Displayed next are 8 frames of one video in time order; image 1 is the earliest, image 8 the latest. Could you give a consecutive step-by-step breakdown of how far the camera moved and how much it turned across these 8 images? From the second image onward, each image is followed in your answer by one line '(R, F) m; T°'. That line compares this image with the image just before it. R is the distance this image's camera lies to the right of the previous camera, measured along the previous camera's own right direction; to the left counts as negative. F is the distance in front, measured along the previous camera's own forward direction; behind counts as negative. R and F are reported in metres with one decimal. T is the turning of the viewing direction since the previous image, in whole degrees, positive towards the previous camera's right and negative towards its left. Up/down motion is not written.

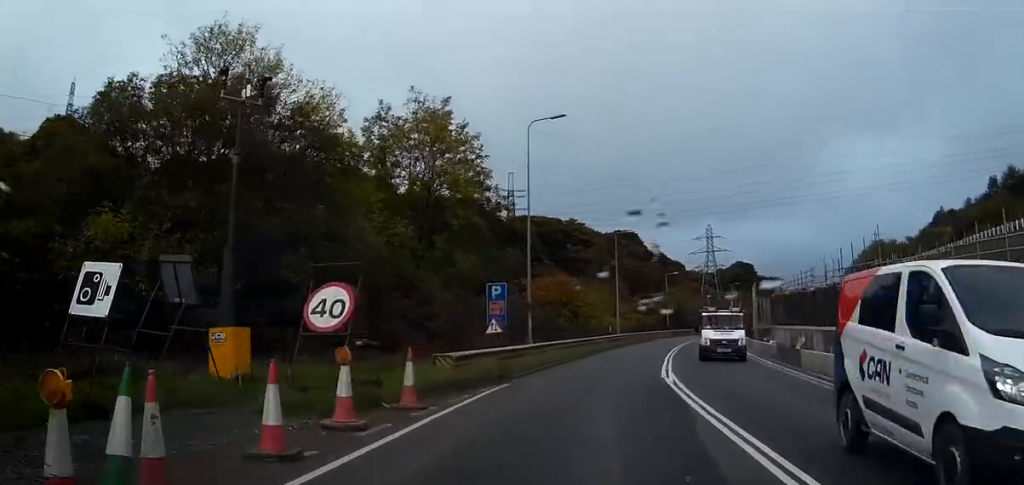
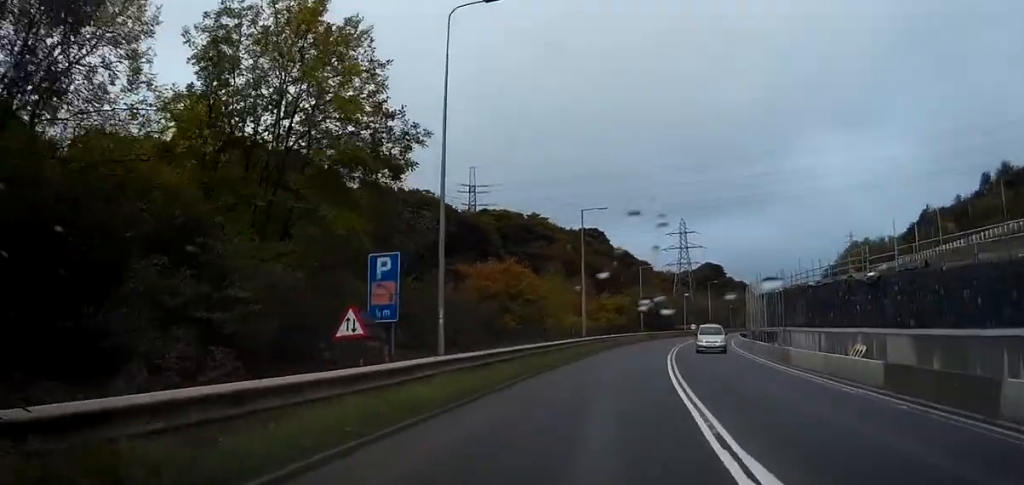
(+0.2, +15.7) m; +2°
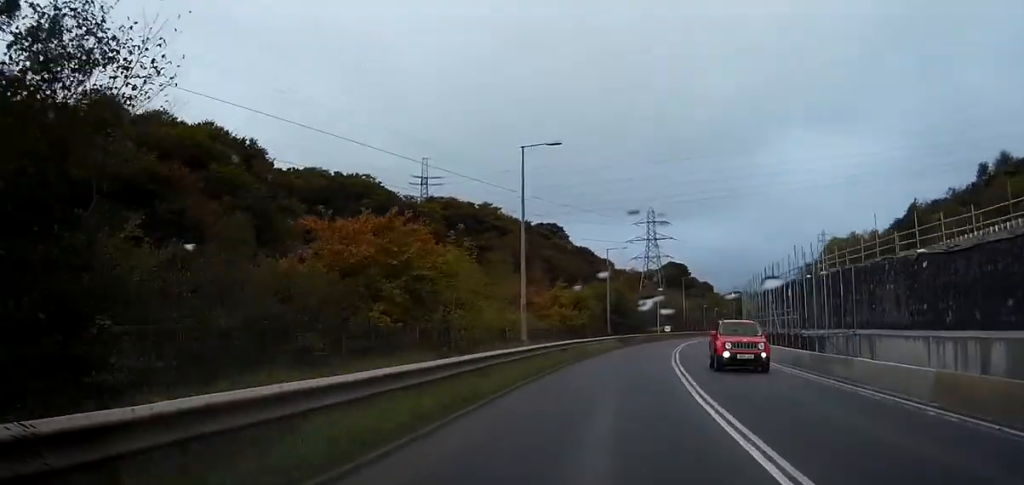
(+0.4, +21.5) m; +2°
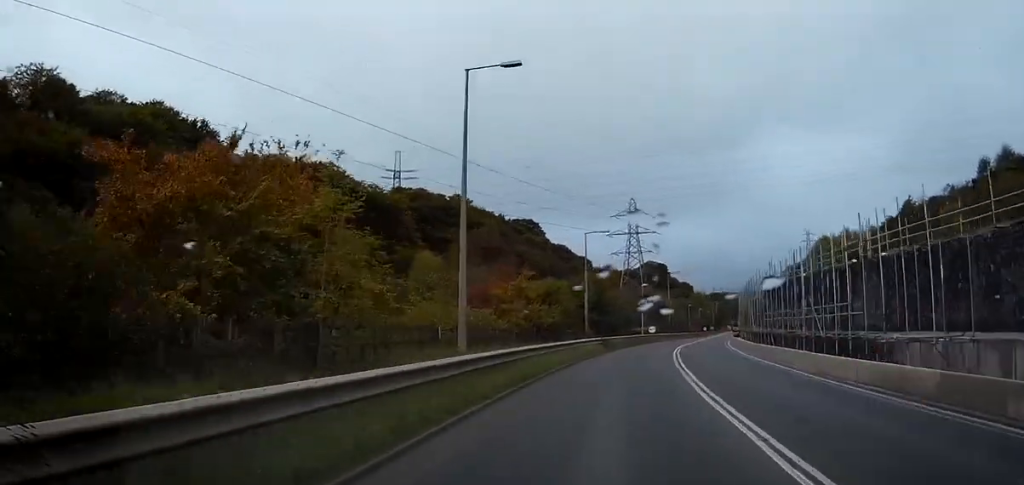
(0.0, +12.3) m; +1°
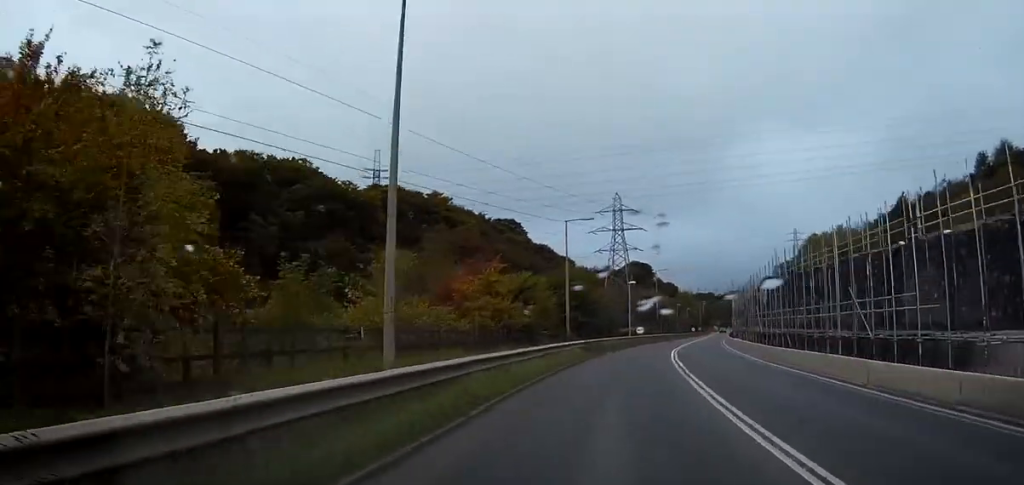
(+0.2, +7.6) m; +2°
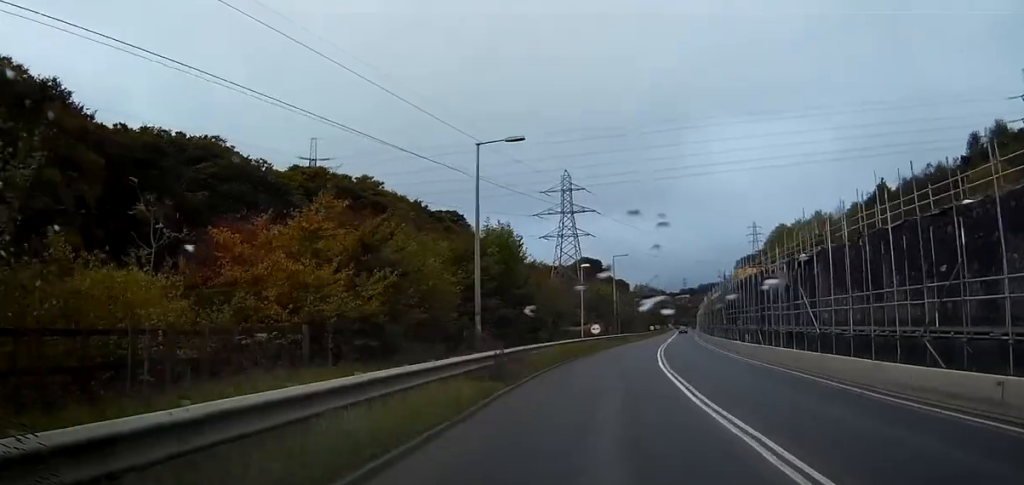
(+0.9, +21.4) m; +5°
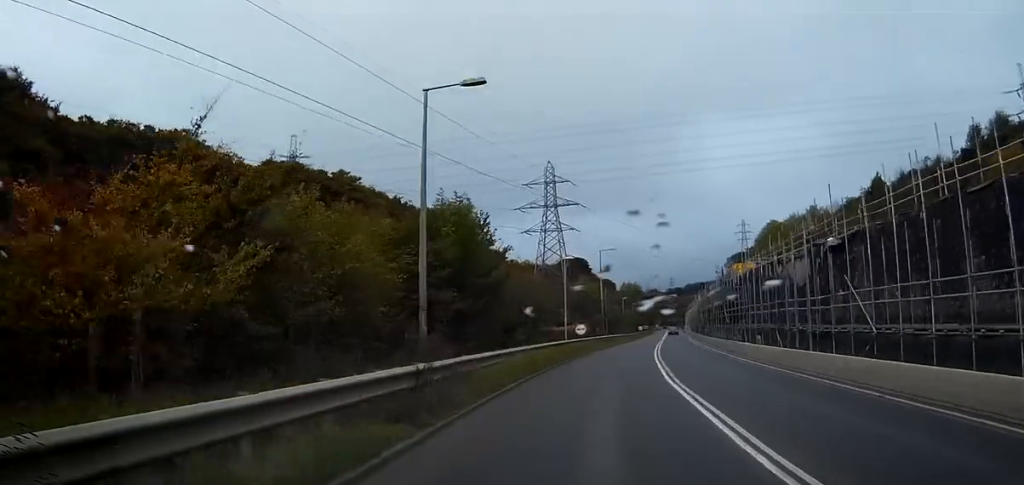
(+0.1, +7.2) m; +1°
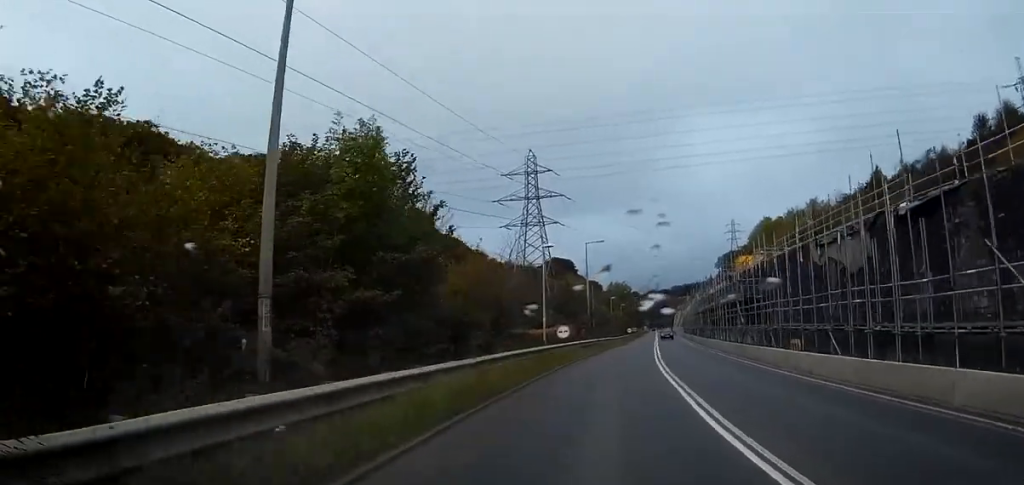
(+0.1, +10.0) m; +1°
